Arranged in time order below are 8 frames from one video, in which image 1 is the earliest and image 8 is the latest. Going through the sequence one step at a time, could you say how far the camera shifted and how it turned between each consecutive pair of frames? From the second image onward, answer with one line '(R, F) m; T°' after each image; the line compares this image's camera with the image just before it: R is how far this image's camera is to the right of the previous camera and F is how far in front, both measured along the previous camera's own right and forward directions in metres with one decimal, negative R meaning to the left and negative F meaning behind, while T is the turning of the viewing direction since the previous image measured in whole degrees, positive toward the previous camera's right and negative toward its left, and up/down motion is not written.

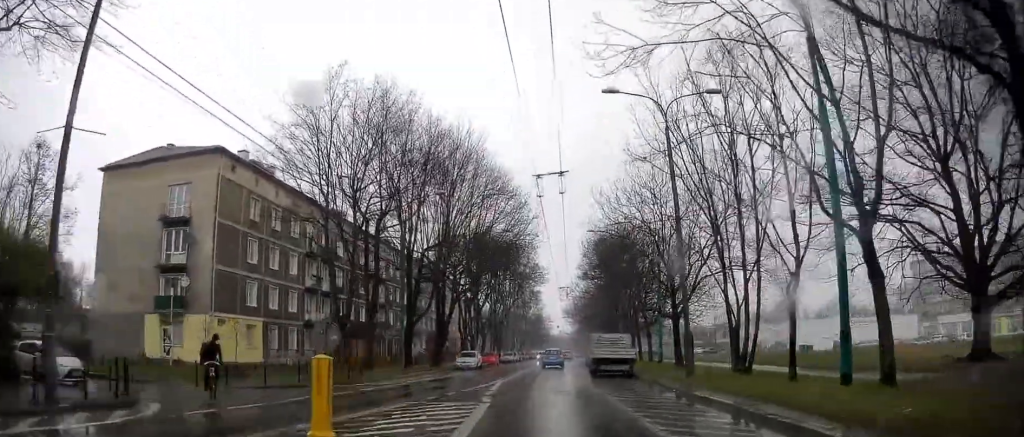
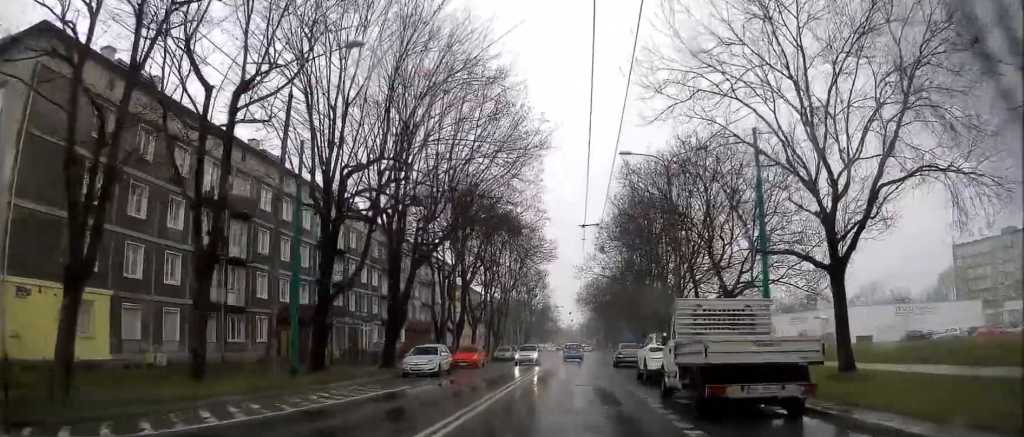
(+3.0, +16.5) m; -5°
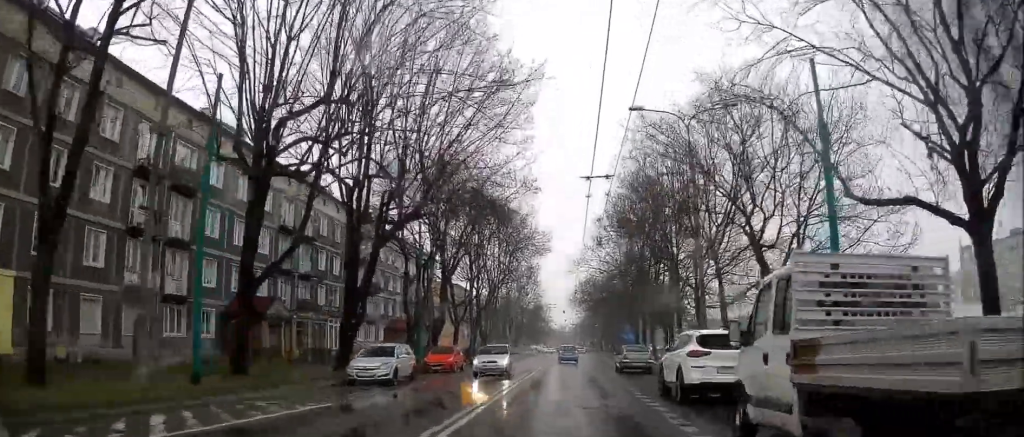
(-2.4, +7.3) m; -8°
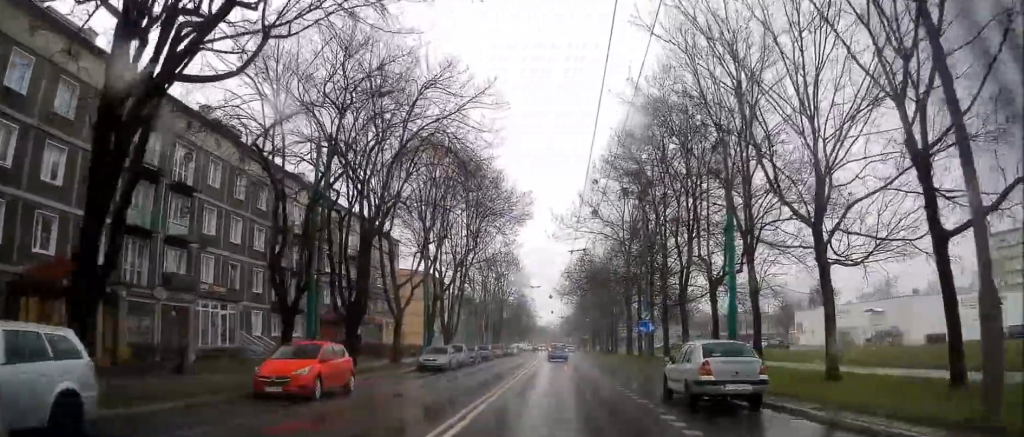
(+0.8, +20.5) m; +8°
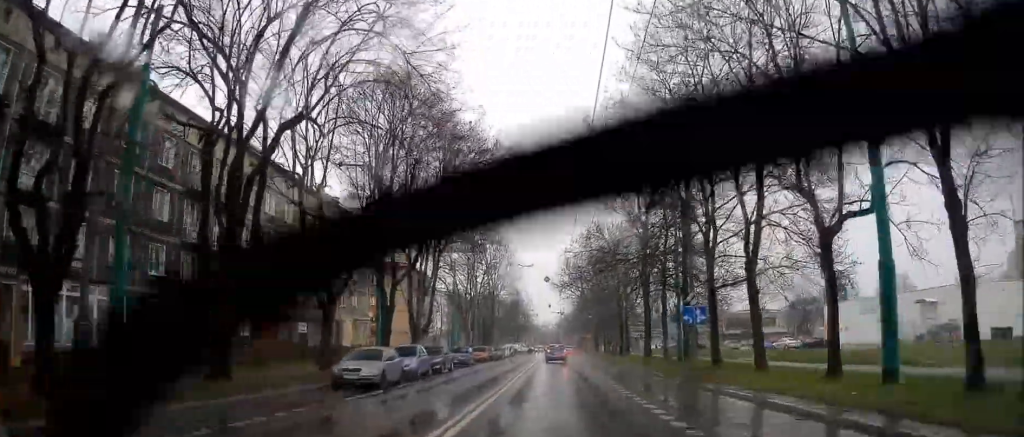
(+0.5, +14.2) m; +1°
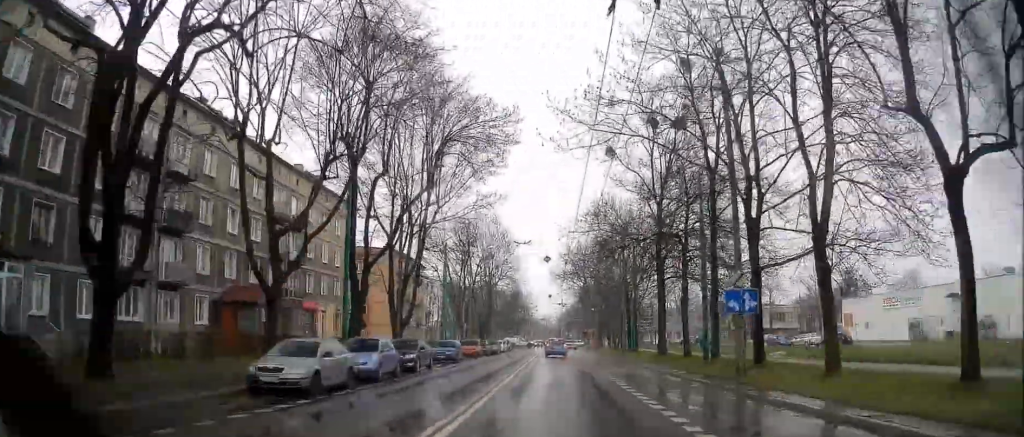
(-0.2, +6.6) m; 0°
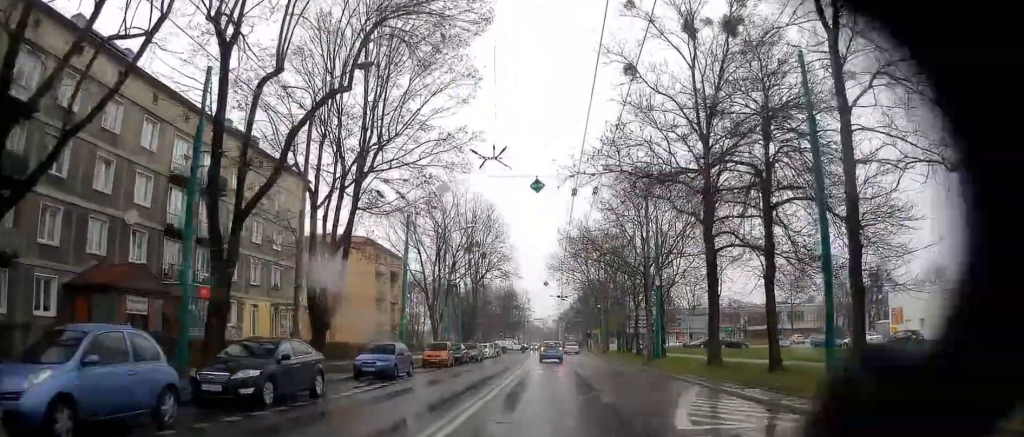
(+0.2, +14.5) m; 0°
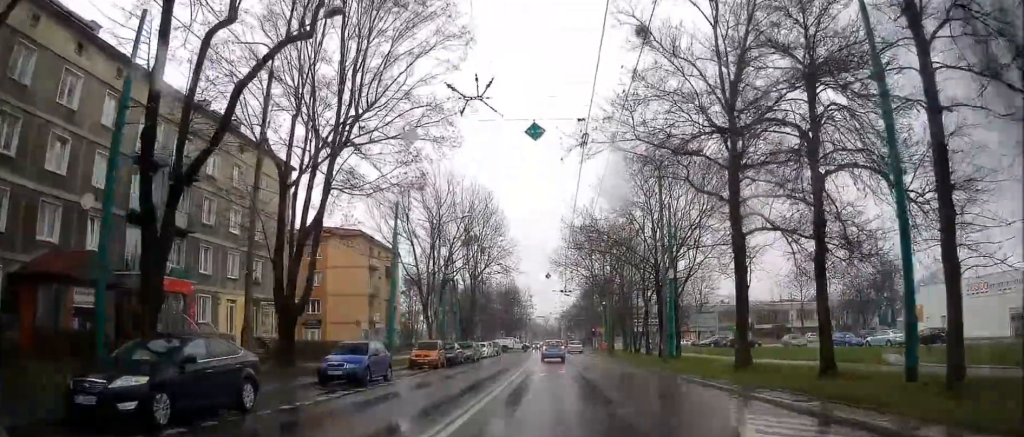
(-0.1, +4.4) m; 0°
